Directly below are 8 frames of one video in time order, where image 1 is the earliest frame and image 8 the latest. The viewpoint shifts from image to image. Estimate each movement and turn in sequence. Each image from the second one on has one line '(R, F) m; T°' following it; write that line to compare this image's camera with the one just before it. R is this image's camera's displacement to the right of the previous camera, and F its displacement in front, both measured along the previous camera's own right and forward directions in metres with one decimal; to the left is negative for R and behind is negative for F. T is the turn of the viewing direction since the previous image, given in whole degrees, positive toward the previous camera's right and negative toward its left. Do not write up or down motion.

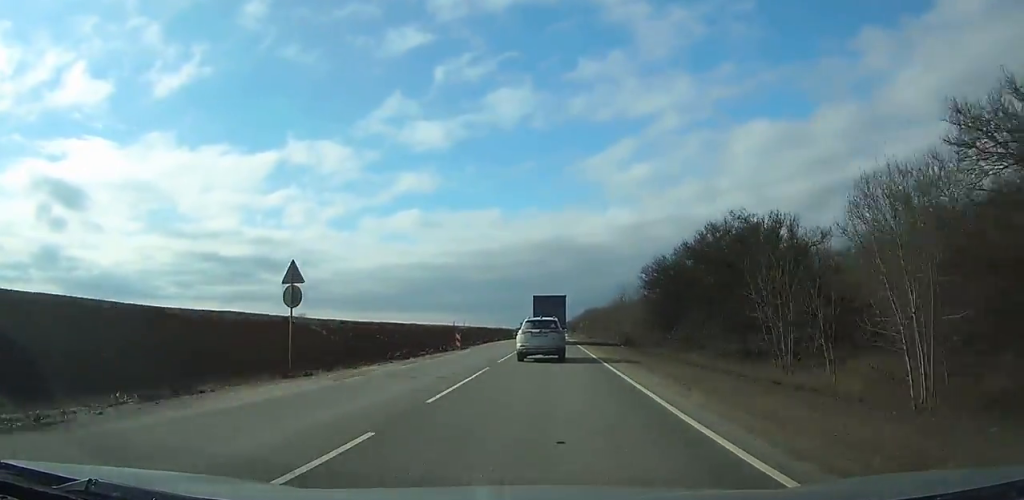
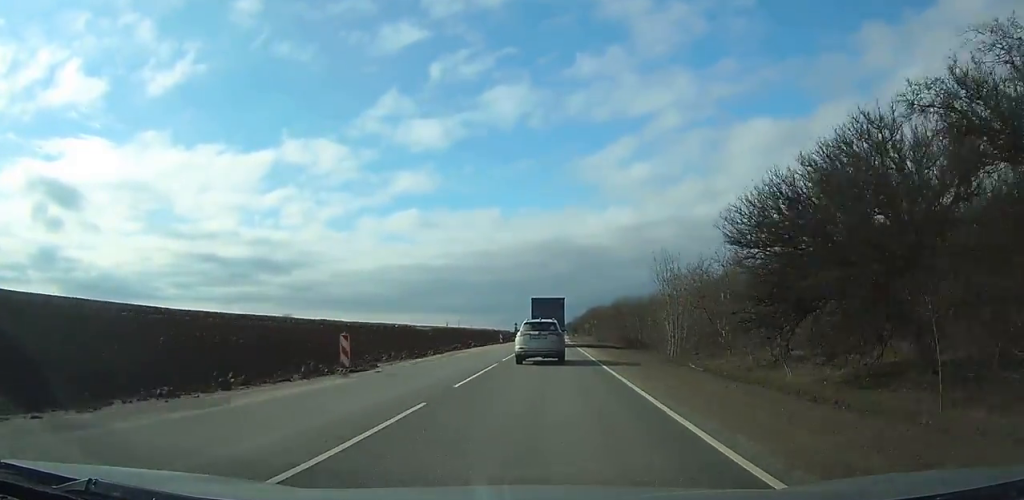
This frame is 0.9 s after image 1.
(0.0, +21.0) m; 0°
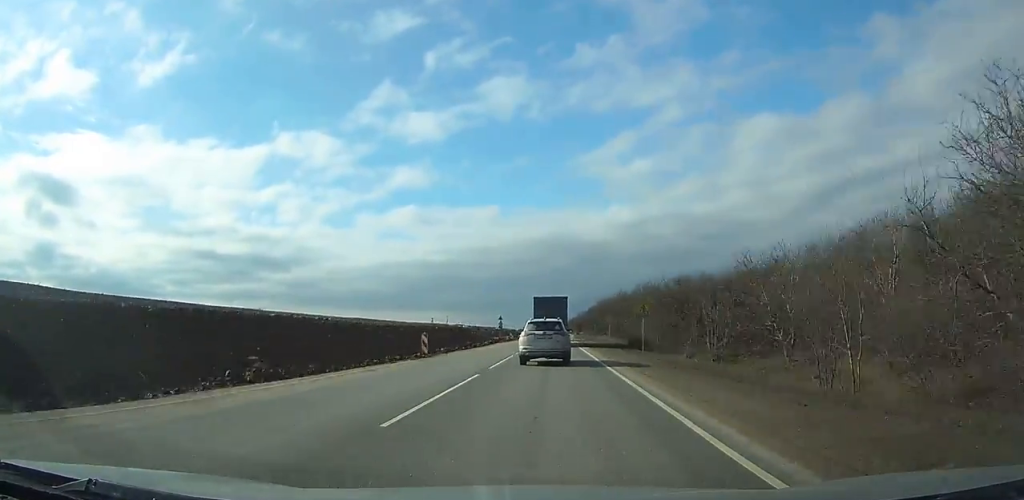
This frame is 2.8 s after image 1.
(-0.1, +41.6) m; 0°
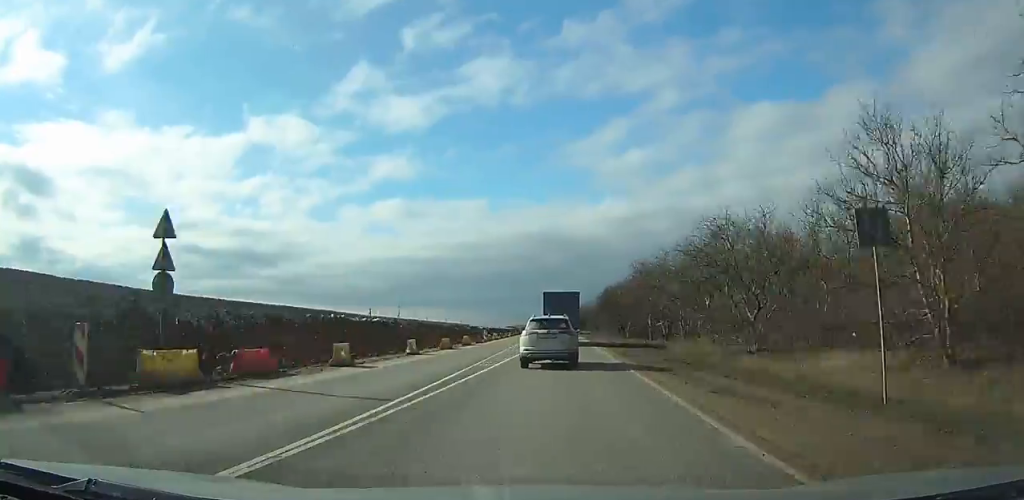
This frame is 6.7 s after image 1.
(+0.6, +83.8) m; +1°
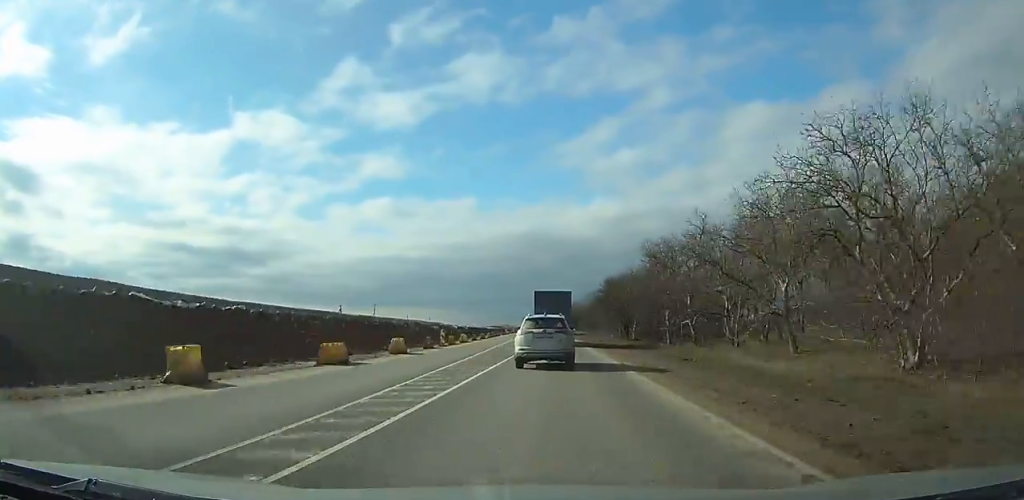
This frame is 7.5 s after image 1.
(+0.2, +18.2) m; 0°
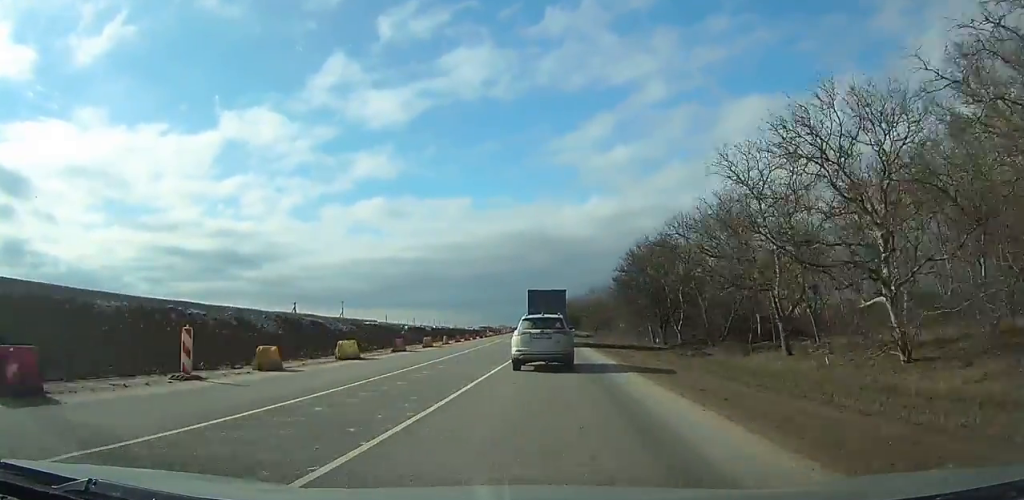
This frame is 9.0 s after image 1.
(+0.1, +30.4) m; 0°
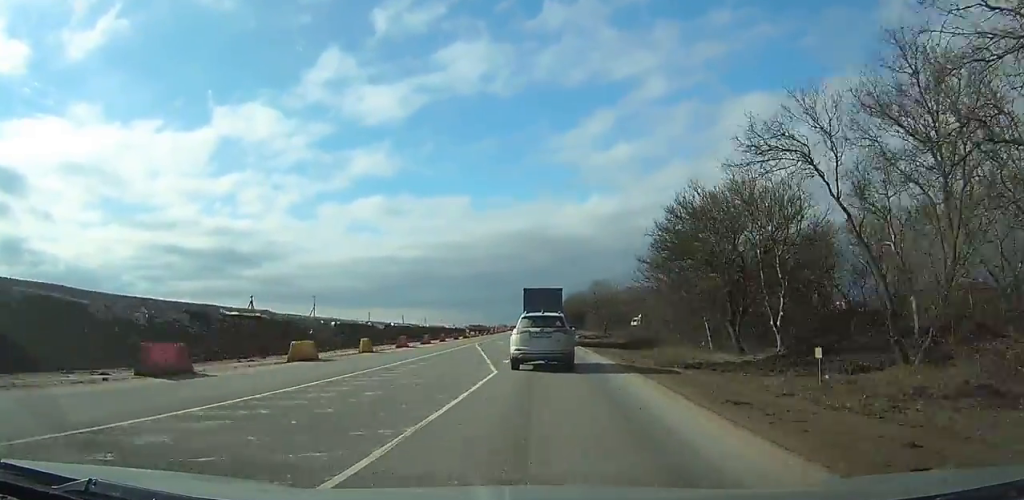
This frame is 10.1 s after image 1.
(-0.1, +21.7) m; 0°
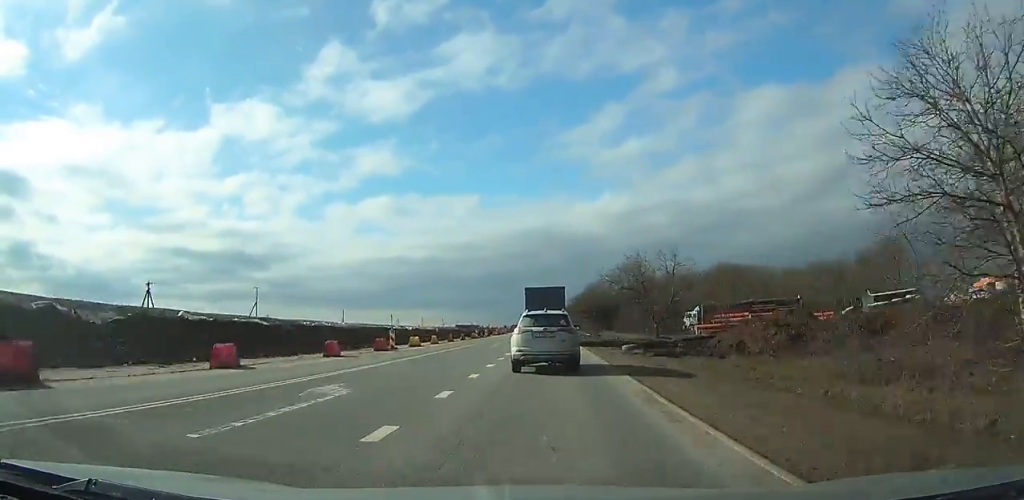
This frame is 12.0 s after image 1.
(-0.2, +38.2) m; -1°
